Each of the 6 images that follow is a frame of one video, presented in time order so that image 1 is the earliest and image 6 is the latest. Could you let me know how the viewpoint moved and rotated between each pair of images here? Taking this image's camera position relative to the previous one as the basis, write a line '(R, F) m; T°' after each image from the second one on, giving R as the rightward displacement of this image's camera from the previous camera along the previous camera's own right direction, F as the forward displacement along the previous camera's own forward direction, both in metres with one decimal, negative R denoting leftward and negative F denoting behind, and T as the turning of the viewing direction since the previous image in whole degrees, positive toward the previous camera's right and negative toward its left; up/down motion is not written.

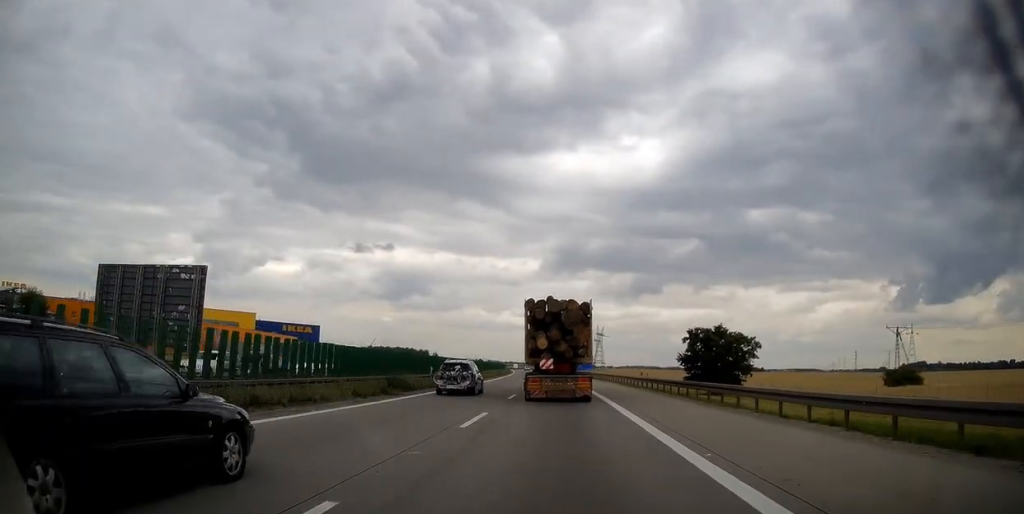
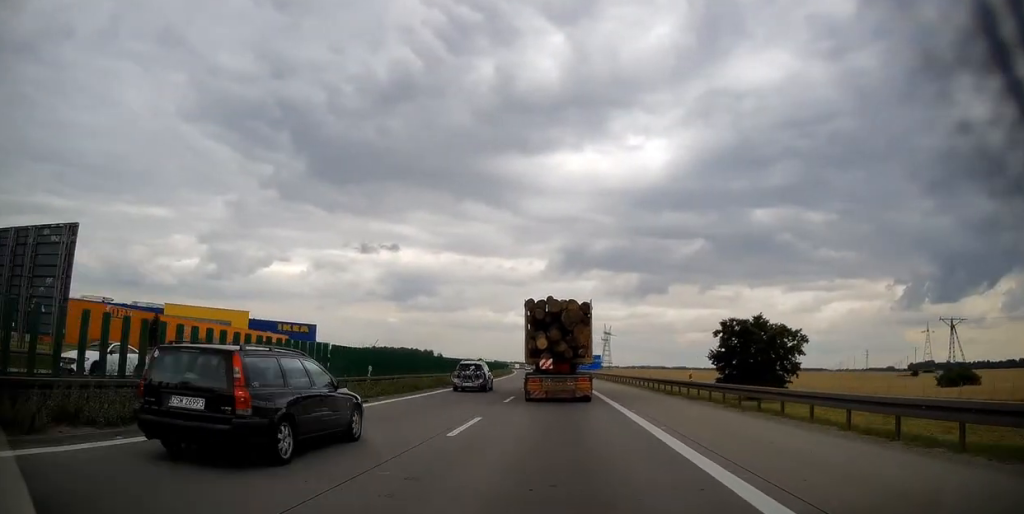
(-0.1, +14.0) m; -1°
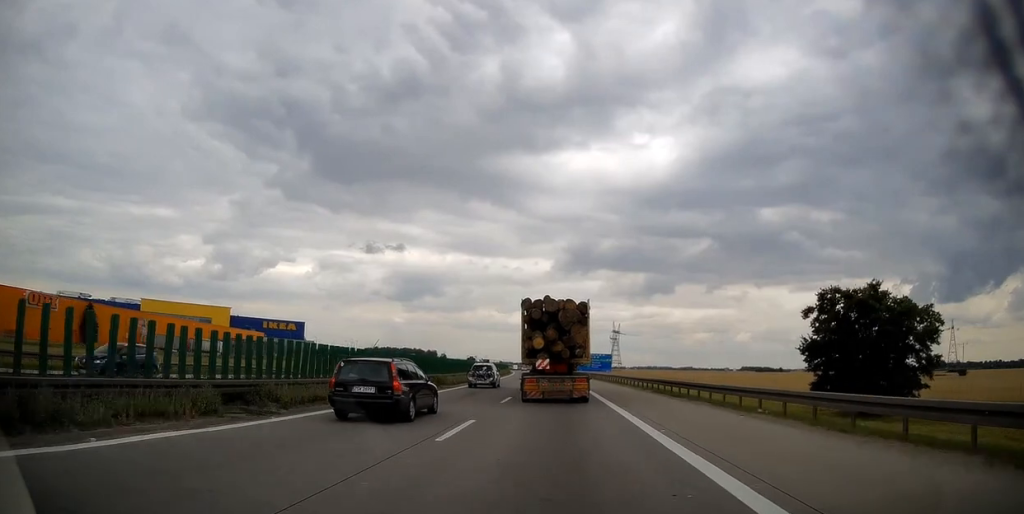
(-0.3, +24.3) m; -1°
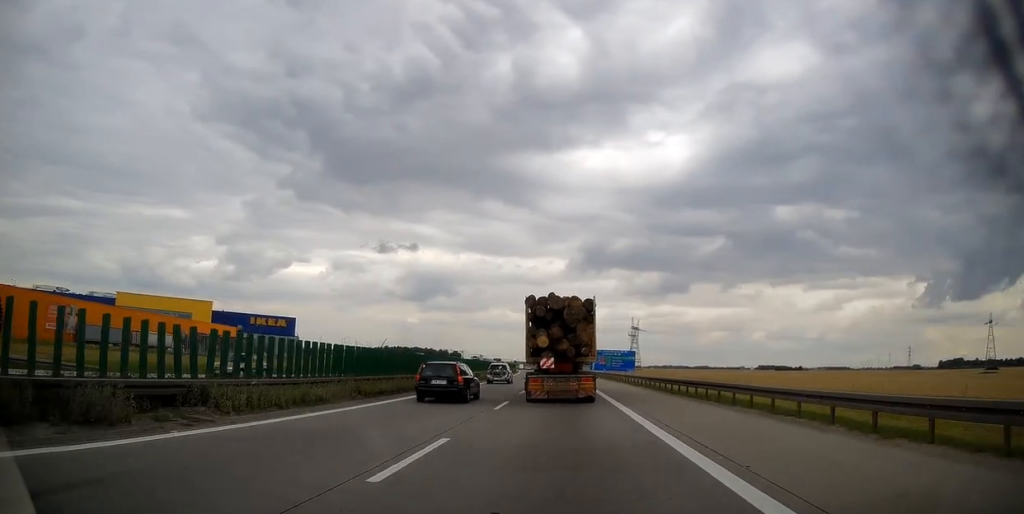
(0.0, +28.5) m; -1°
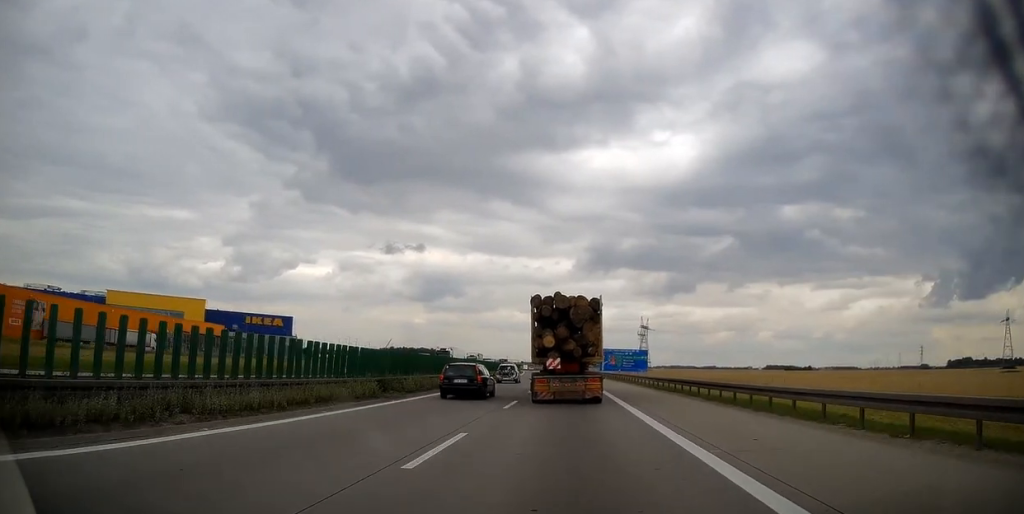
(+0.1, +11.1) m; -1°
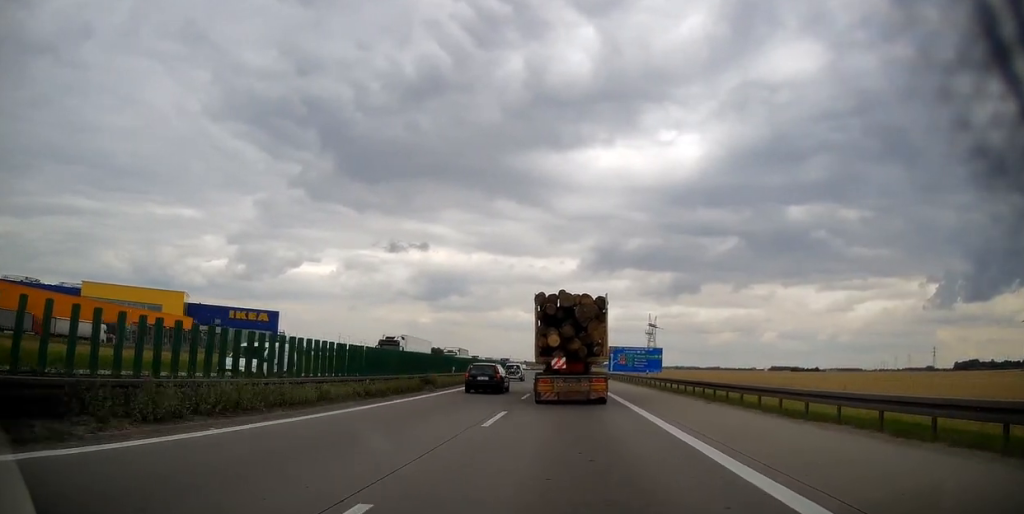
(-0.3, +18.4) m; -2°
